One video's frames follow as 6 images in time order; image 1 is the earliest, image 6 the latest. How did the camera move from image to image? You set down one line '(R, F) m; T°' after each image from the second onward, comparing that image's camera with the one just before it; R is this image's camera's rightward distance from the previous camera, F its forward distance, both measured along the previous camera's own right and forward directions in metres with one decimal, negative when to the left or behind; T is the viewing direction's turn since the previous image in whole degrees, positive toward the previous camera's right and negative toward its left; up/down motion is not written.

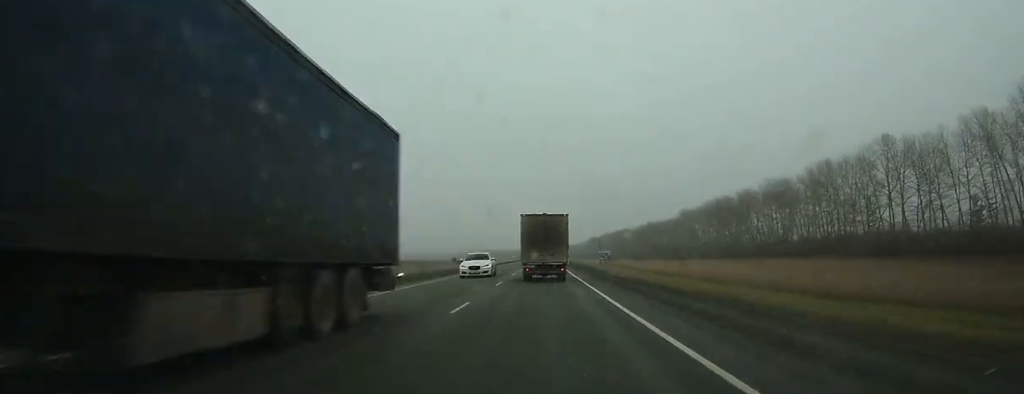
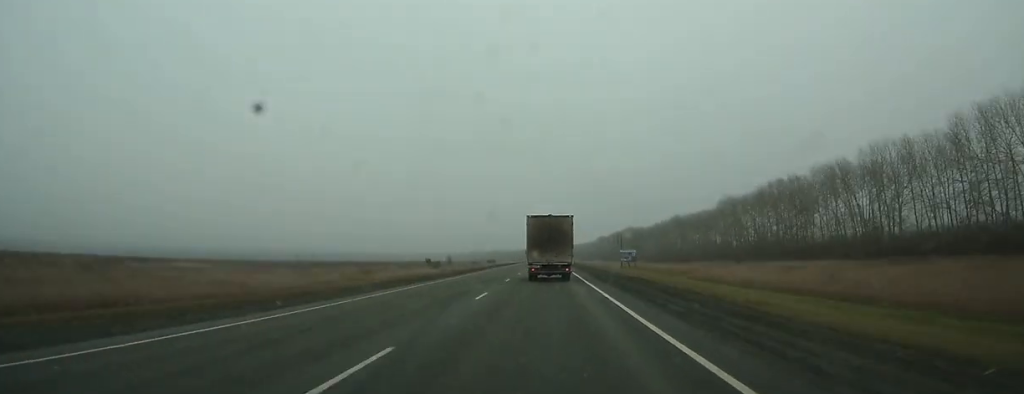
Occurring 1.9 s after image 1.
(-0.2, +48.2) m; 0°
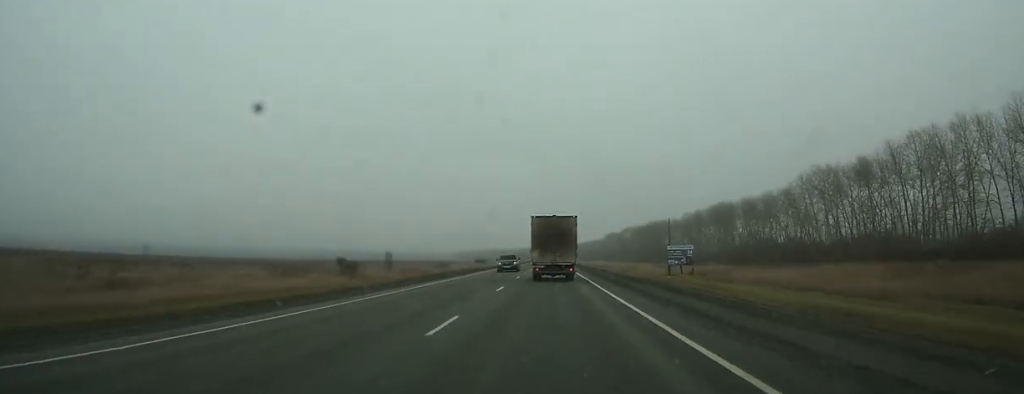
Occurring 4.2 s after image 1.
(-0.2, +55.7) m; 0°
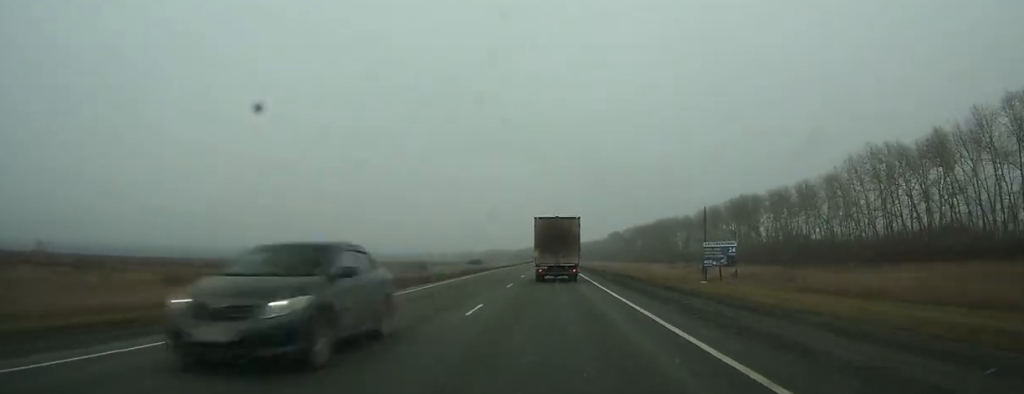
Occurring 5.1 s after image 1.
(0.0, +19.9) m; 0°
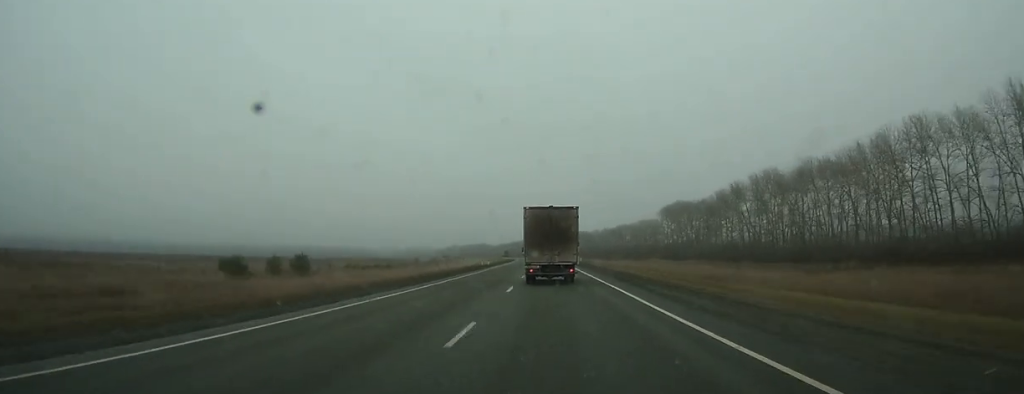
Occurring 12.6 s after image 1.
(+0.2, +187.3) m; -1°
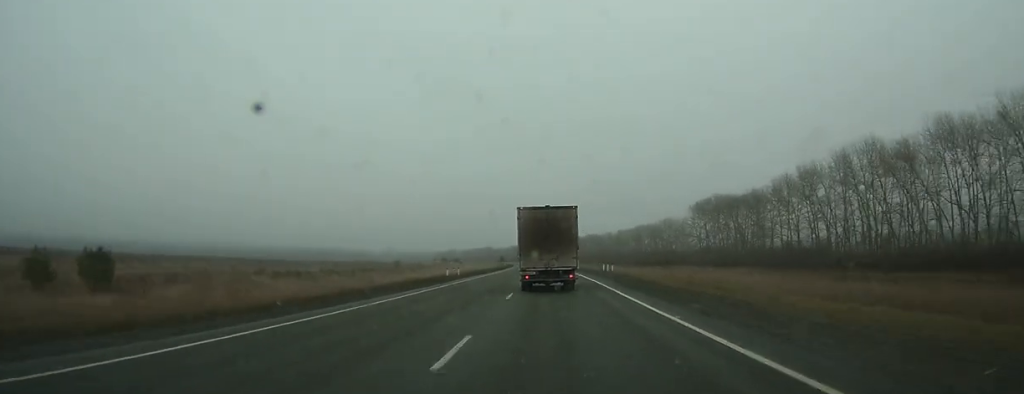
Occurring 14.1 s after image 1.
(-0.1, +37.3) m; -1°
